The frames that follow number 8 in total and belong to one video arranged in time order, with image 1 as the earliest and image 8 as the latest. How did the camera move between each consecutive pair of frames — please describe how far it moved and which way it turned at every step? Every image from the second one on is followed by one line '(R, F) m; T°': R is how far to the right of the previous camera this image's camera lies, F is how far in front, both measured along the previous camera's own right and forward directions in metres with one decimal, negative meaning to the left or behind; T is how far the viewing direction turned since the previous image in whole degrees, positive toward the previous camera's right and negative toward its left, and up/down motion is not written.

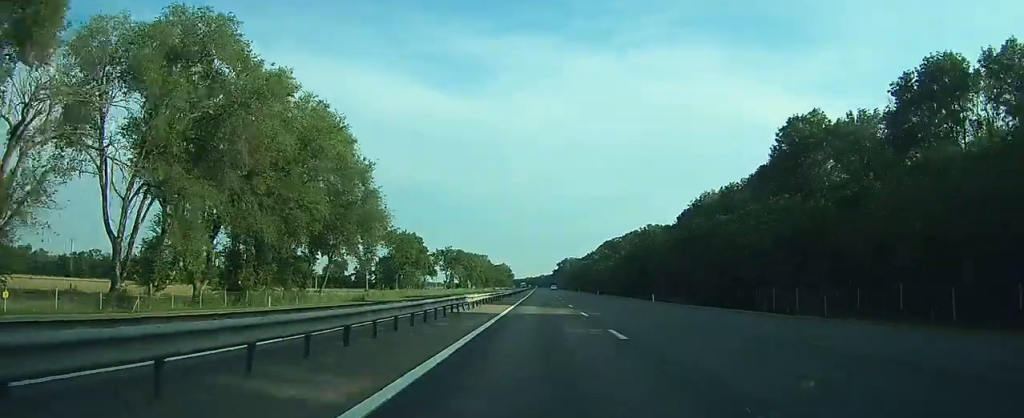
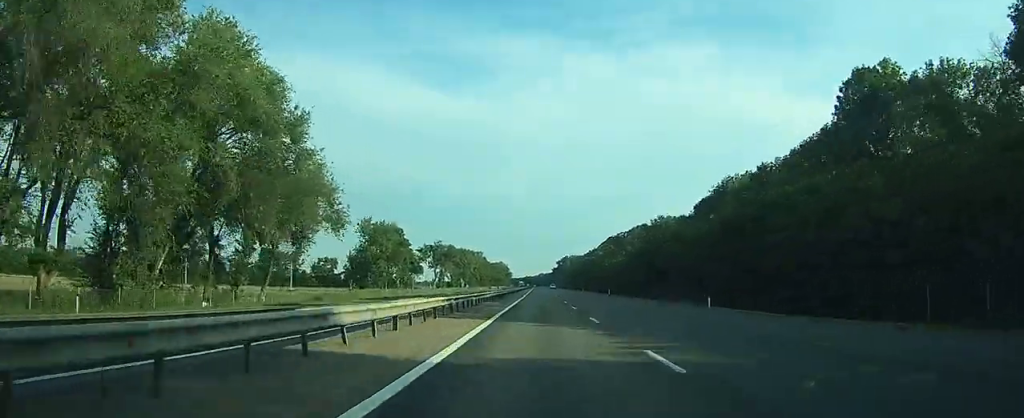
(0.0, +17.7) m; 0°
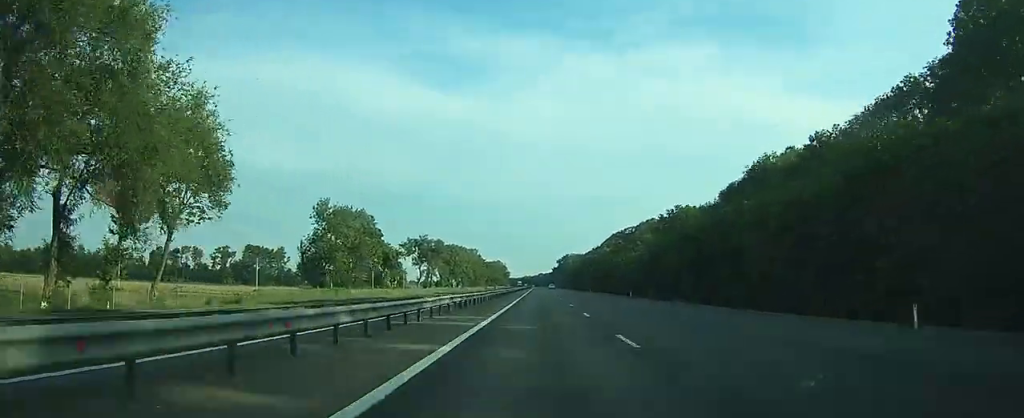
(0.0, +20.1) m; 0°
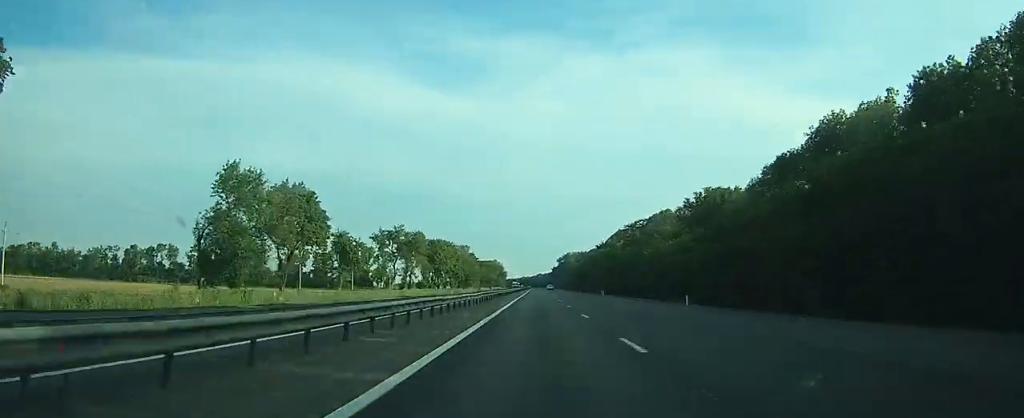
(0.0, +25.0) m; 0°
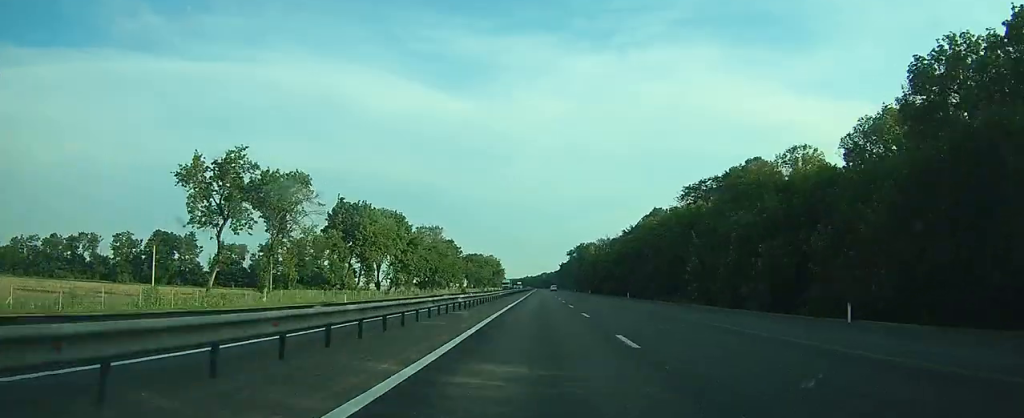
(-0.1, +70.9) m; 0°
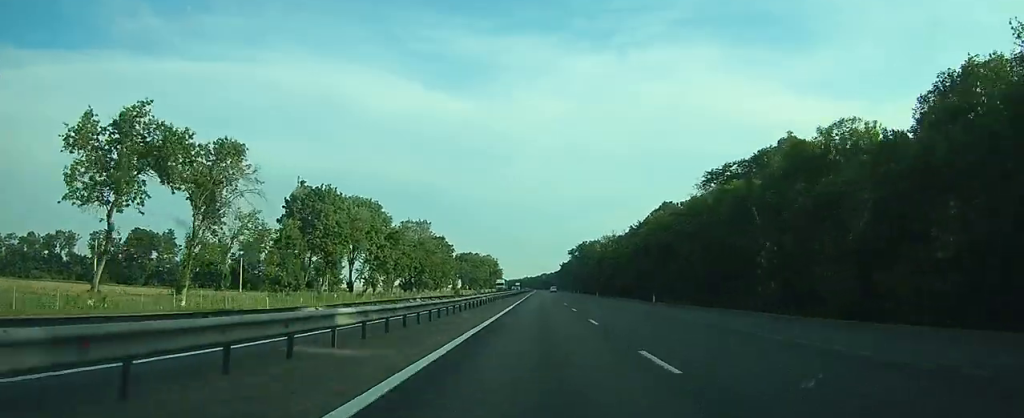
(0.0, +15.7) m; 0°
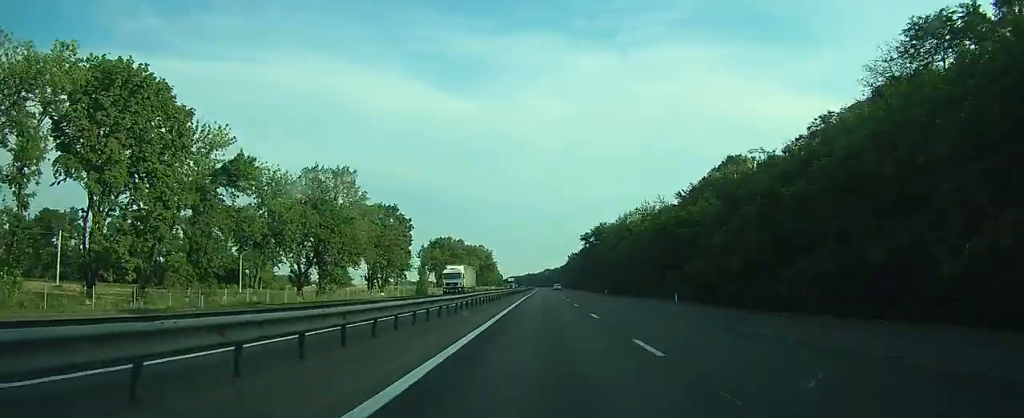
(+0.1, +58.1) m; 0°
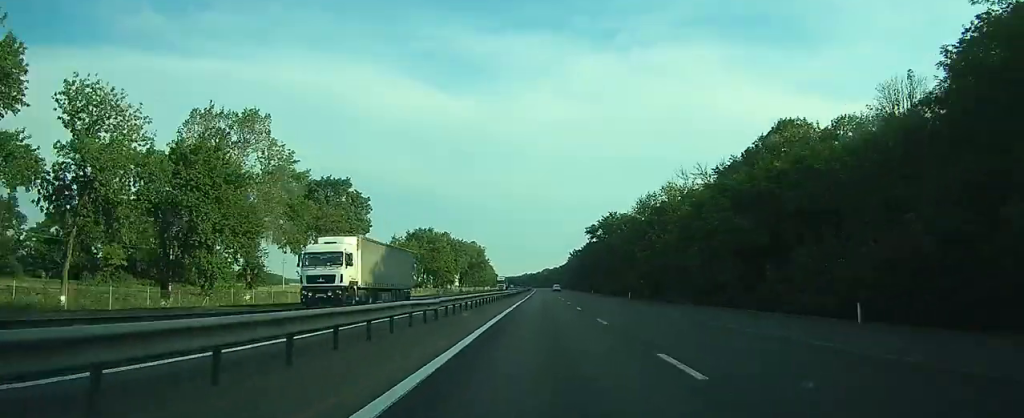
(0.0, +26.7) m; 0°
